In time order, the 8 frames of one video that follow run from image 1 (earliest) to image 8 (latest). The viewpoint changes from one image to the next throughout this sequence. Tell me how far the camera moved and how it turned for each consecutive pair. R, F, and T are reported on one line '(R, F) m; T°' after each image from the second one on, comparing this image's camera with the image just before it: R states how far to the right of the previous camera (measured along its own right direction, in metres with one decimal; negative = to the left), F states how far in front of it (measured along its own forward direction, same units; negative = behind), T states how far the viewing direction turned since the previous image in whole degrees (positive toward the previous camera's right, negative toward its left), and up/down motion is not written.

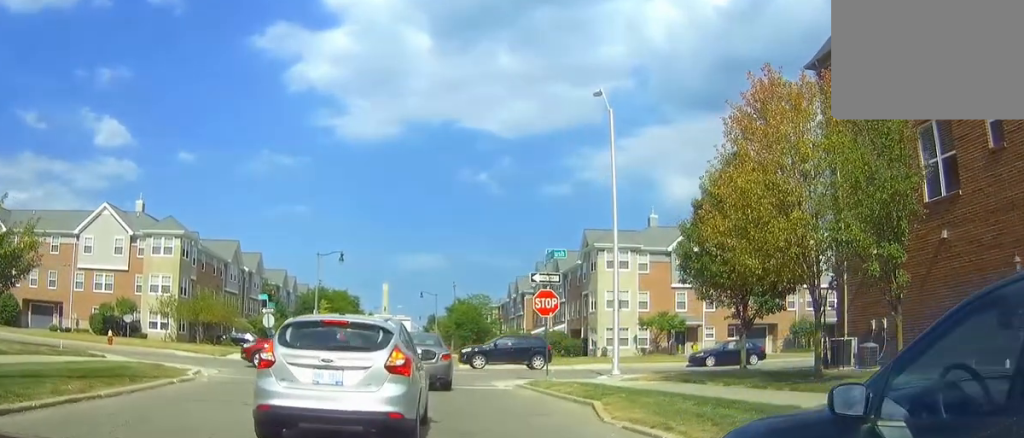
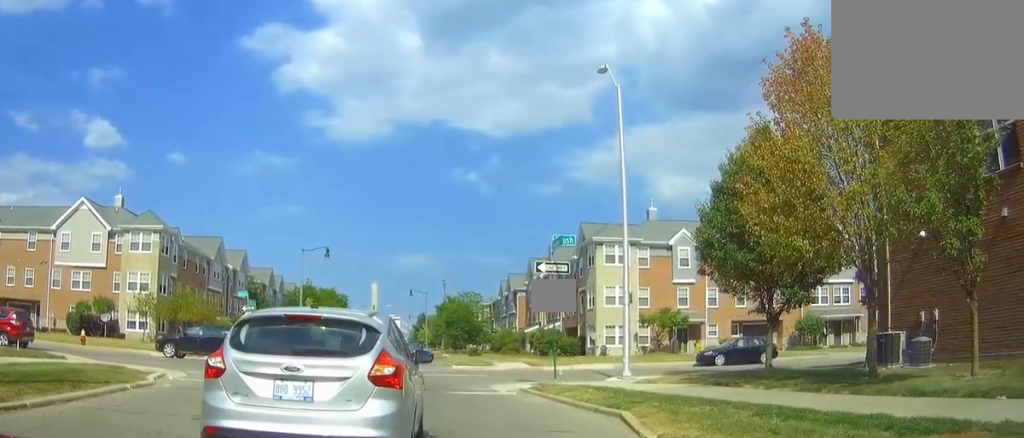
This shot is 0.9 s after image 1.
(+0.1, +3.0) m; +1°
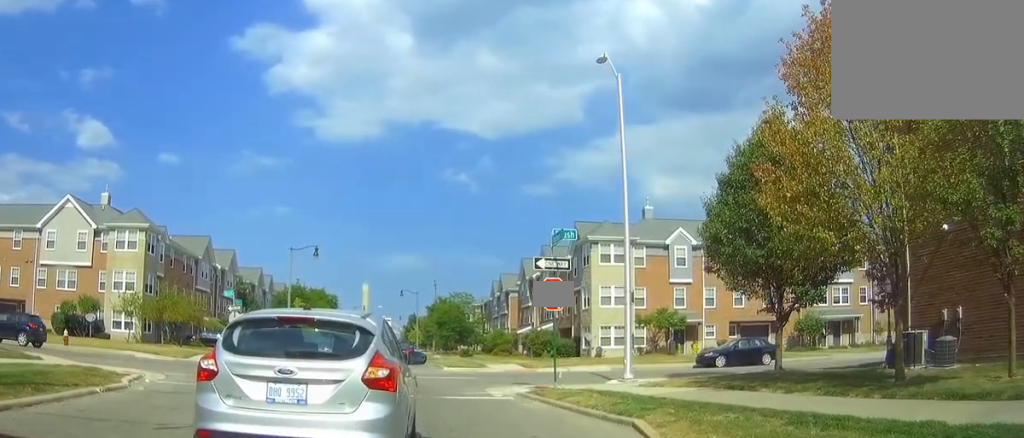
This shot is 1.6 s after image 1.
(0.0, +1.8) m; 0°
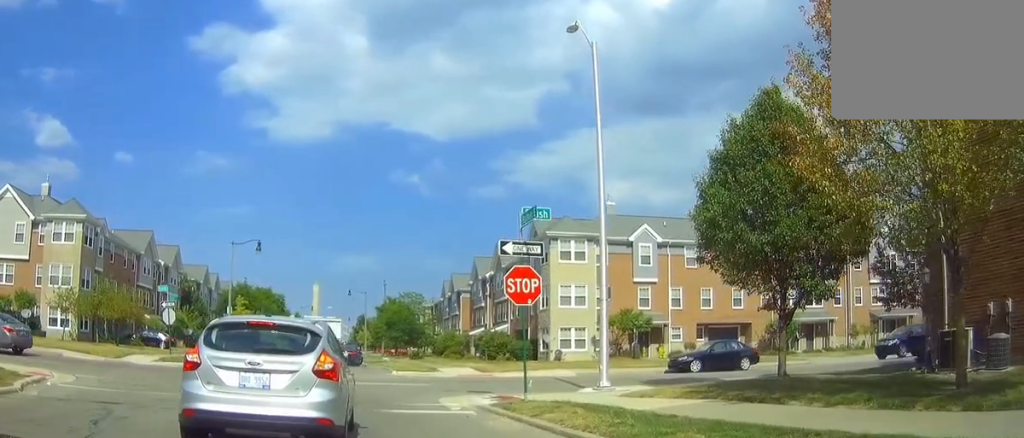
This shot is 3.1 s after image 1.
(+0.1, +3.3) m; +4°
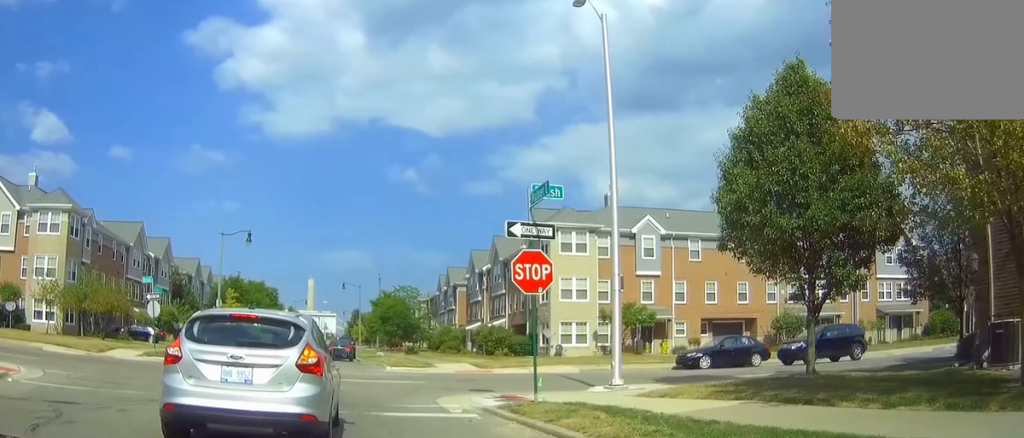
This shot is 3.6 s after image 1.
(0.0, +1.1) m; +1°
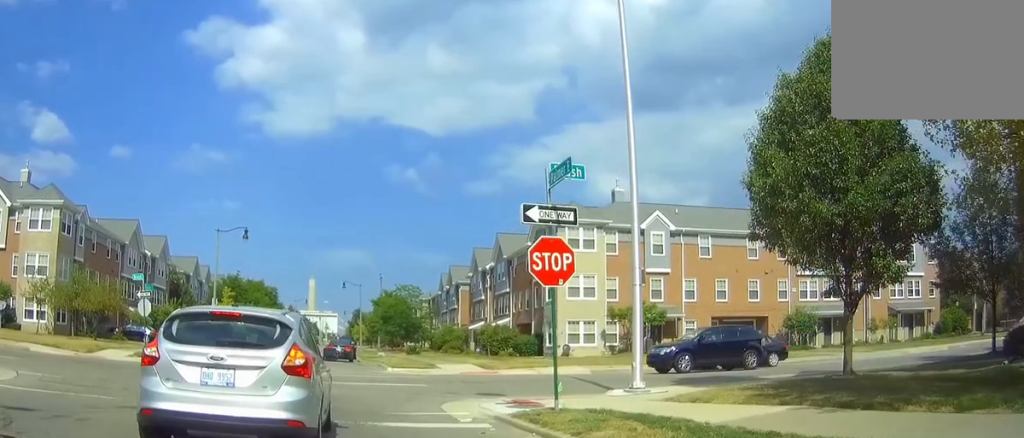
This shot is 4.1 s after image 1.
(0.0, +0.9) m; +1°
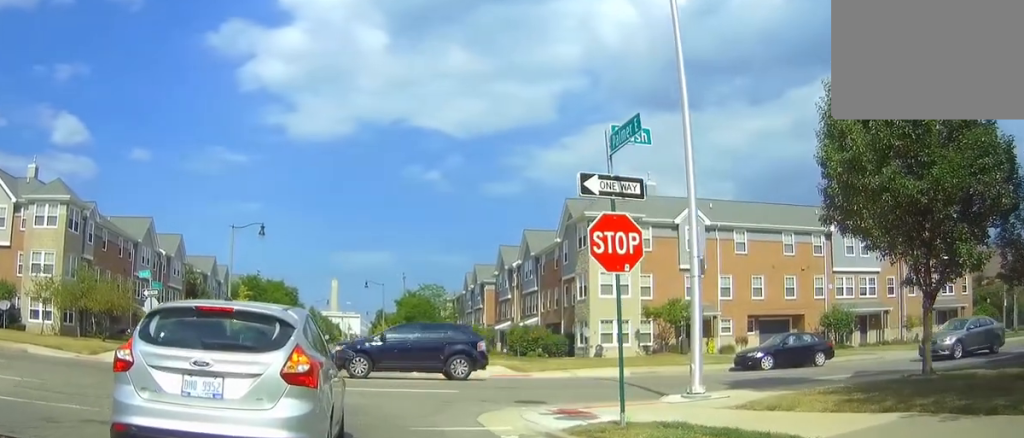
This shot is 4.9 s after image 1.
(0.0, +1.4) m; 0°
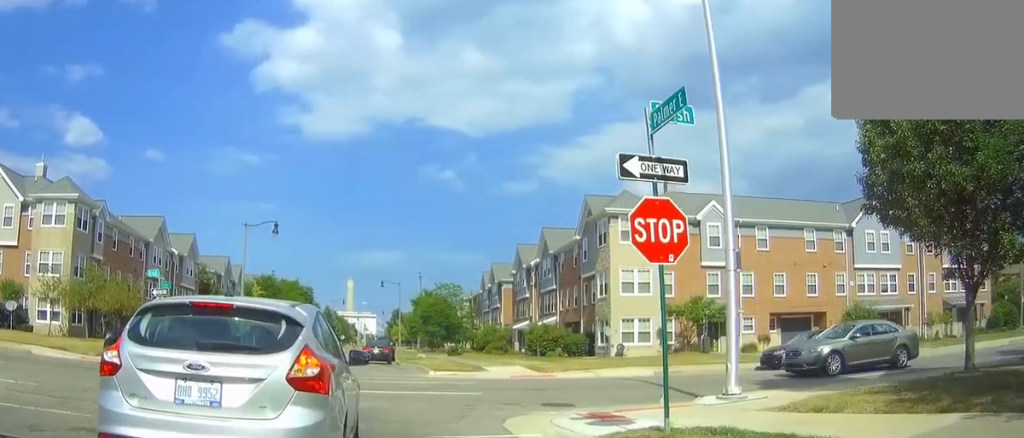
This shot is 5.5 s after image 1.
(0.0, +0.6) m; 0°
